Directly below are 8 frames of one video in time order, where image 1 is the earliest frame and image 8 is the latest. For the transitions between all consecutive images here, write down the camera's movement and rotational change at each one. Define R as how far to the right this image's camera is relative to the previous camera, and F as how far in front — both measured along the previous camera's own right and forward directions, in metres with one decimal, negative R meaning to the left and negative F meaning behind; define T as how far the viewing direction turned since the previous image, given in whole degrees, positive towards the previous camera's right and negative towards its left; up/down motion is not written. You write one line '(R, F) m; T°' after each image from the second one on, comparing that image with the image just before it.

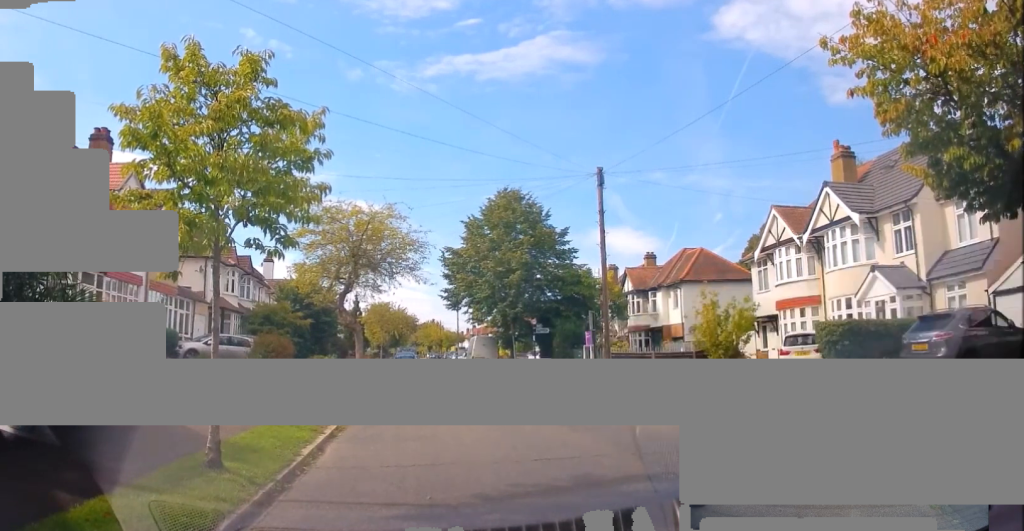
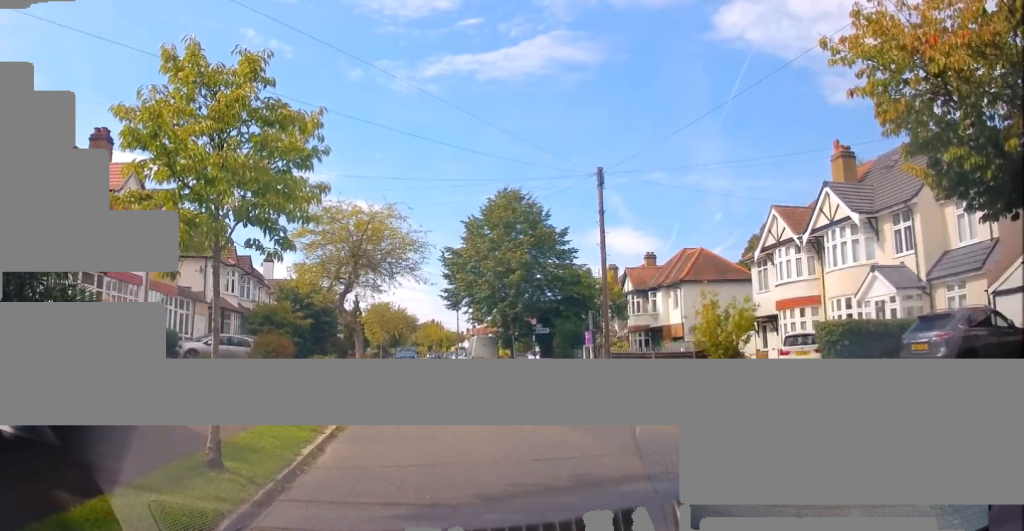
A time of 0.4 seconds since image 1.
(0.0, 0.0) m; 0°
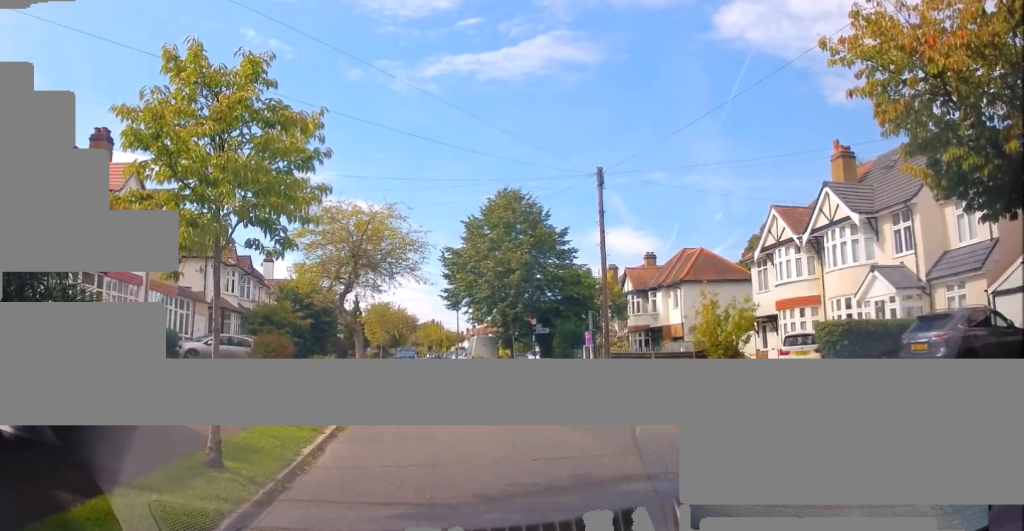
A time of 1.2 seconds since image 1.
(0.0, 0.0) m; 0°
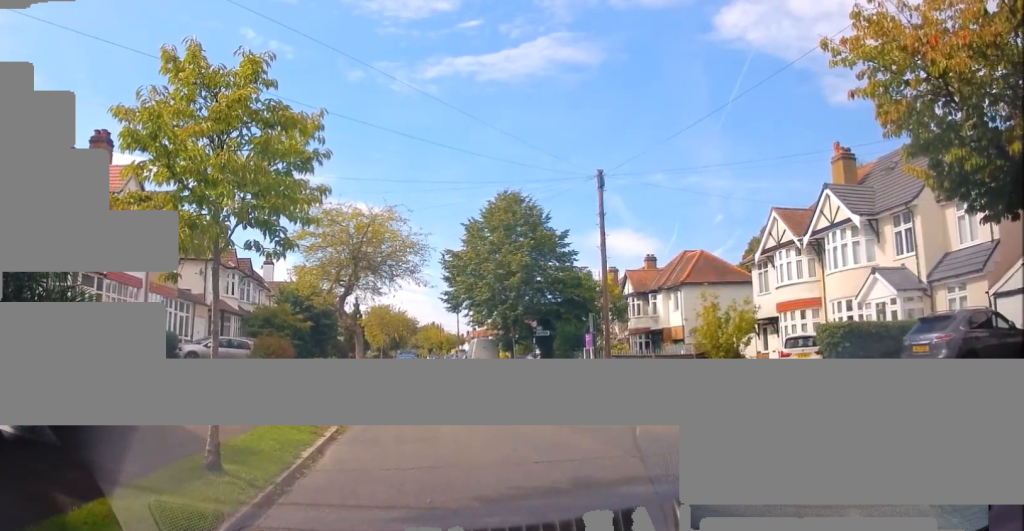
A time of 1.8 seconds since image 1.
(0.0, 0.0) m; 0°
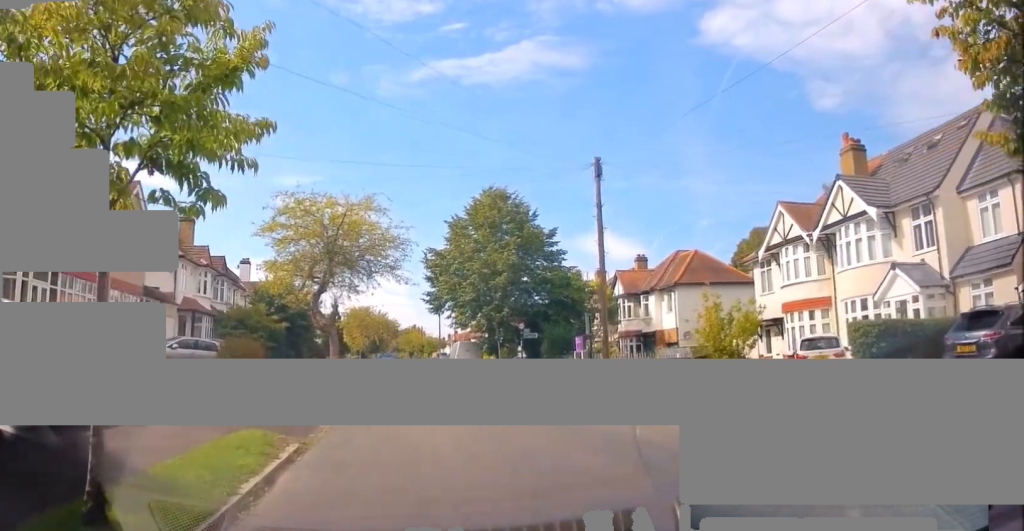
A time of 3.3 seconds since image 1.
(0.0, +1.0) m; 0°
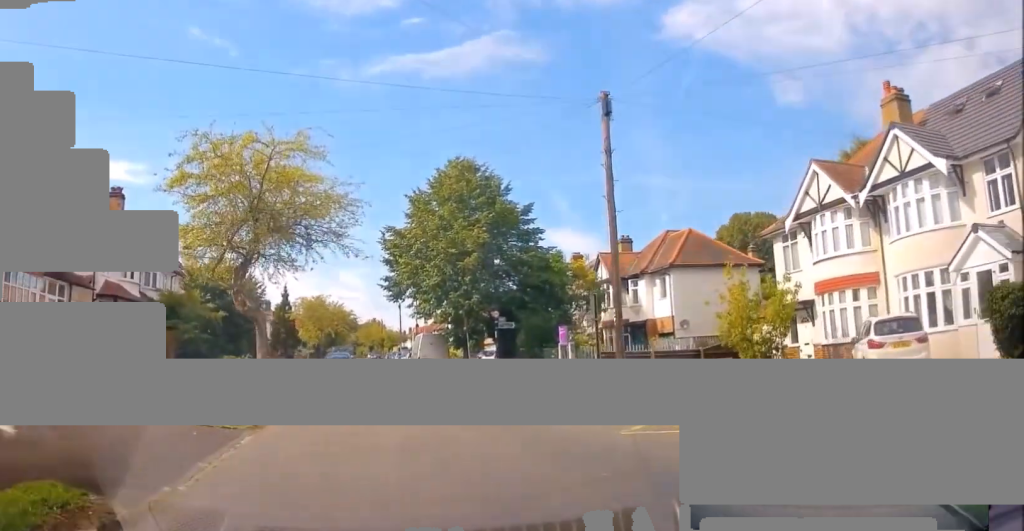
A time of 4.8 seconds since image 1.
(0.0, +4.6) m; +3°
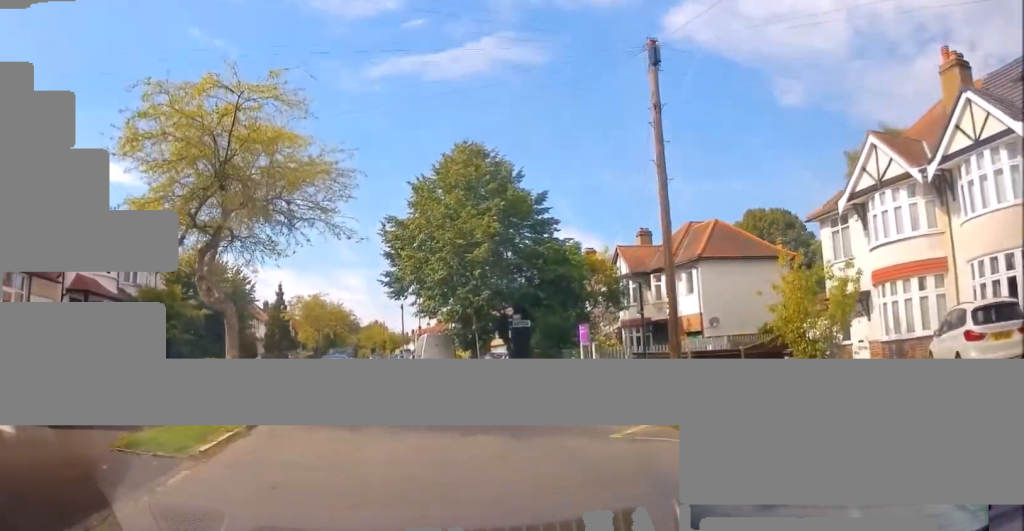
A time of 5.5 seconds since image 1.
(0.0, +2.9) m; +3°
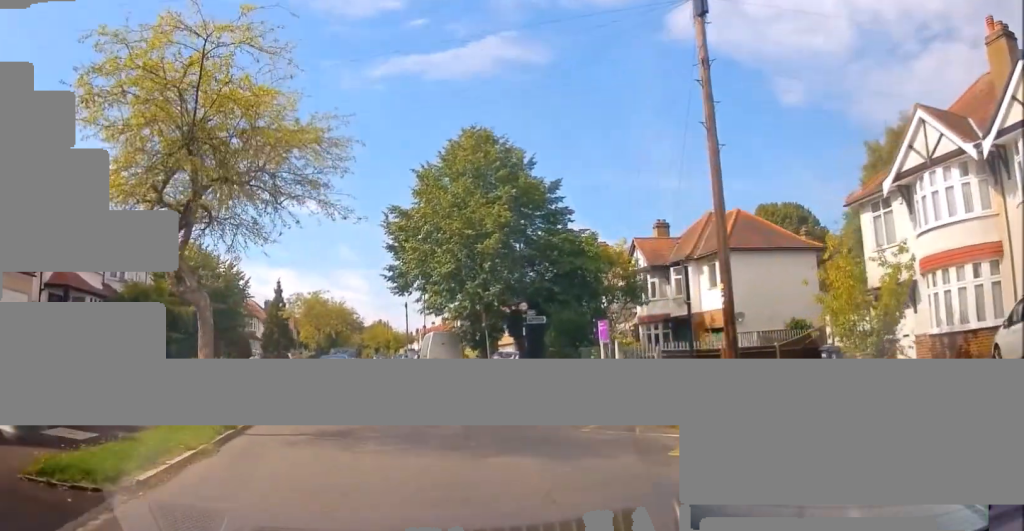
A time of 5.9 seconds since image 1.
(+0.2, +2.0) m; -3°
